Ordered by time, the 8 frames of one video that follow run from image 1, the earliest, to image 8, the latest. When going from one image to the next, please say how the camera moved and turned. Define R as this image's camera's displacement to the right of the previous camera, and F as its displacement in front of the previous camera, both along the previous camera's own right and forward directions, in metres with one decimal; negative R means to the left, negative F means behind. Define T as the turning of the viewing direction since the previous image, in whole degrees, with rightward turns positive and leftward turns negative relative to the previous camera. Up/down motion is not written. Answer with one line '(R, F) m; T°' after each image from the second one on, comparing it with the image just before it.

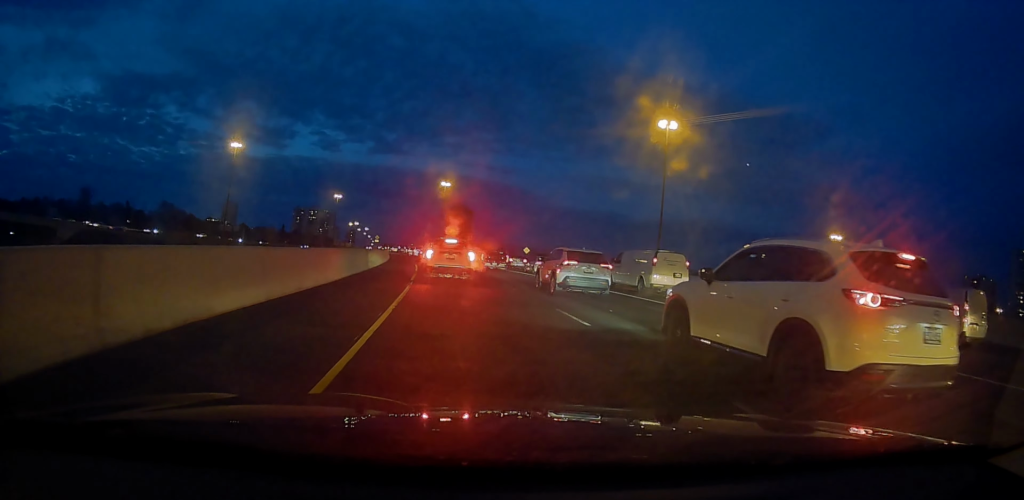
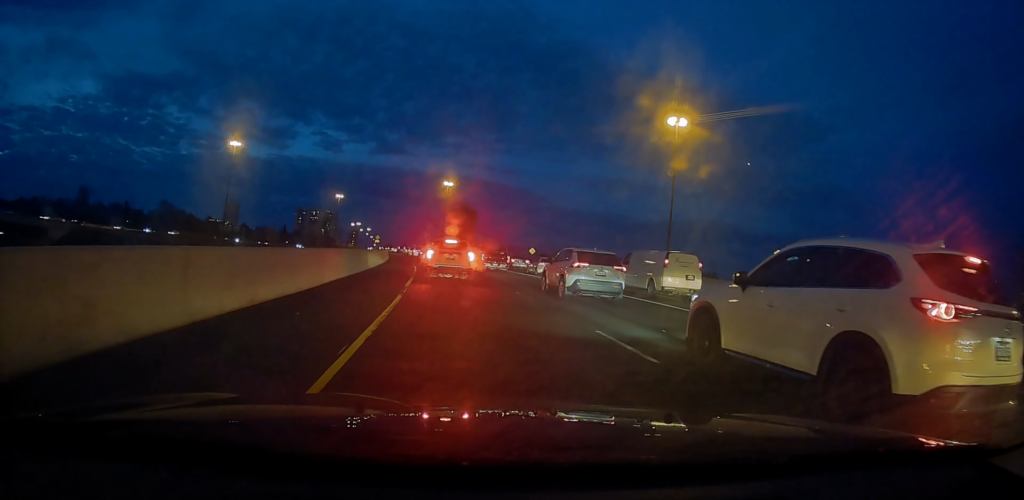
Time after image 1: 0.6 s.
(-0.2, +3.9) m; +1°
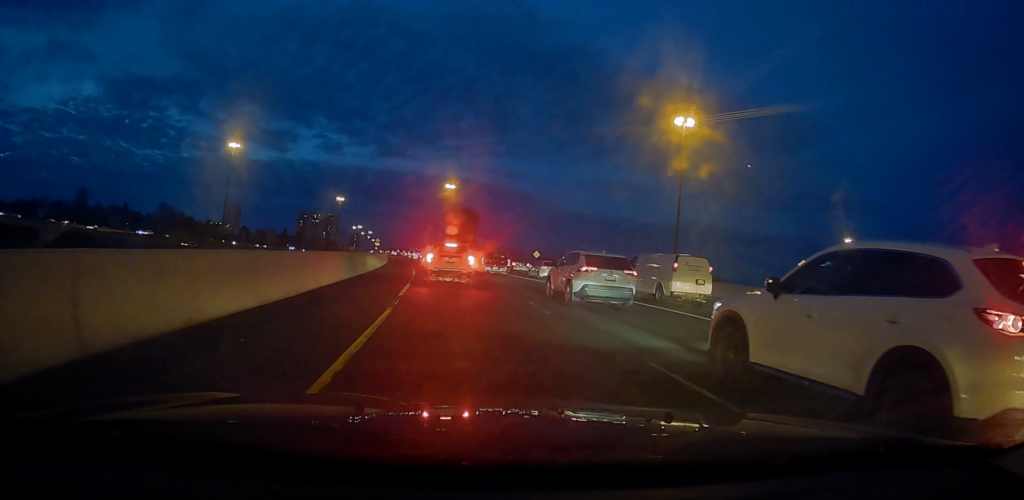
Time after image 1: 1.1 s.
(-0.2, +3.0) m; +2°
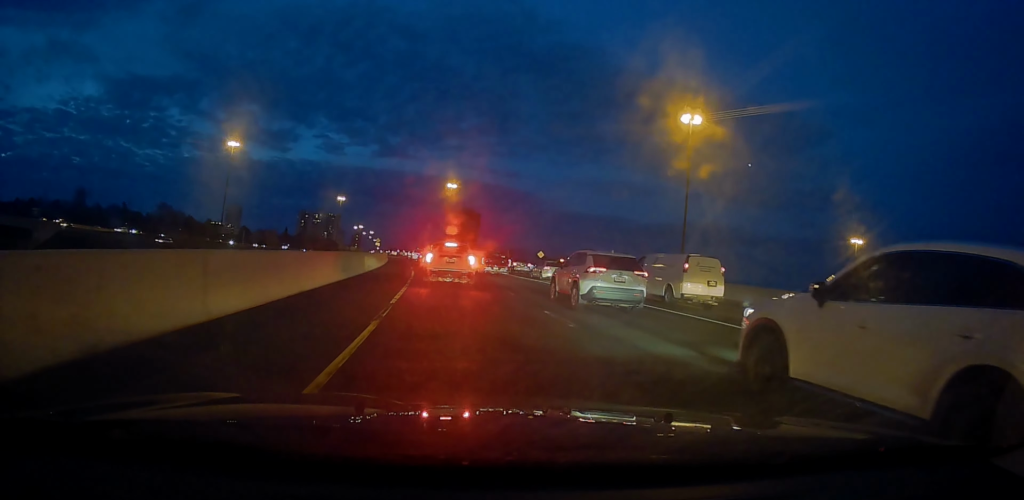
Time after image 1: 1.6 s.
(+0.3, +2.7) m; +1°
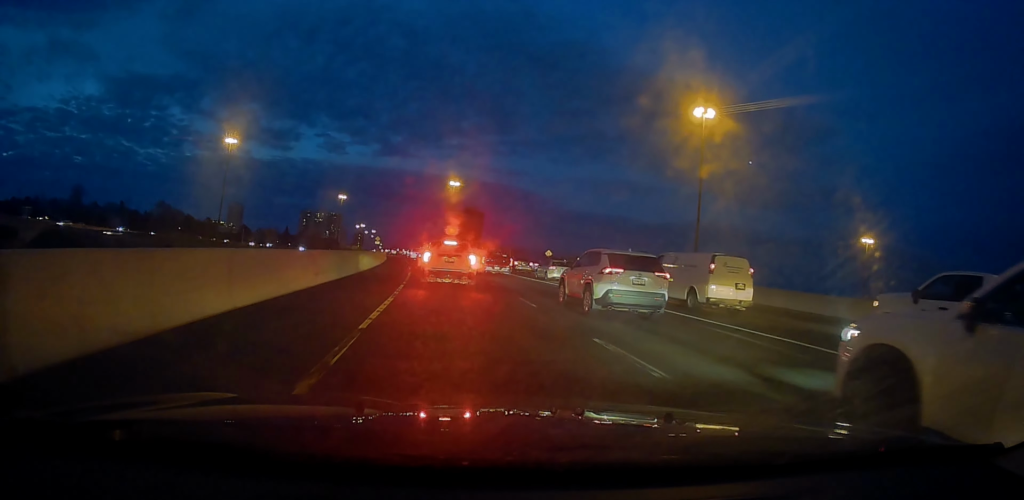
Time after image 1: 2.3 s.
(+0.3, +4.8) m; +1°
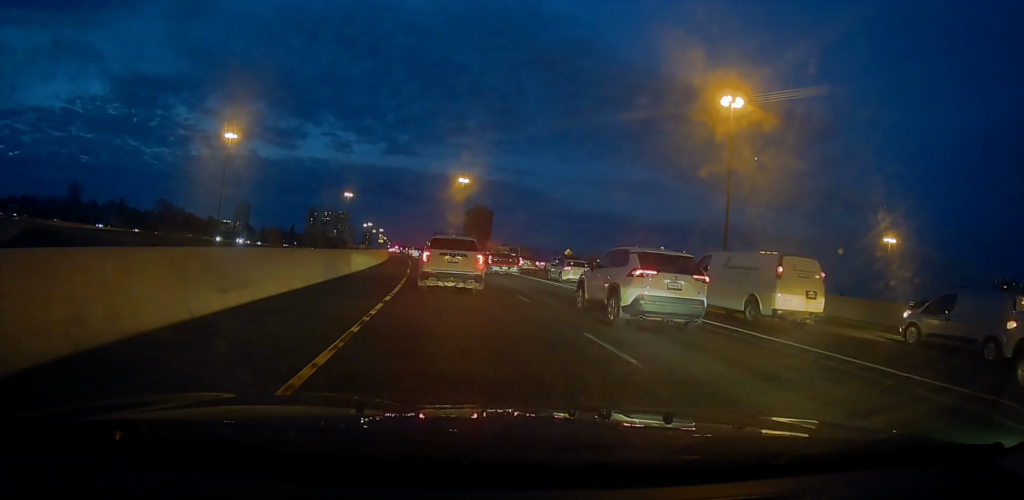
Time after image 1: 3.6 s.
(-0.4, +8.0) m; -3°
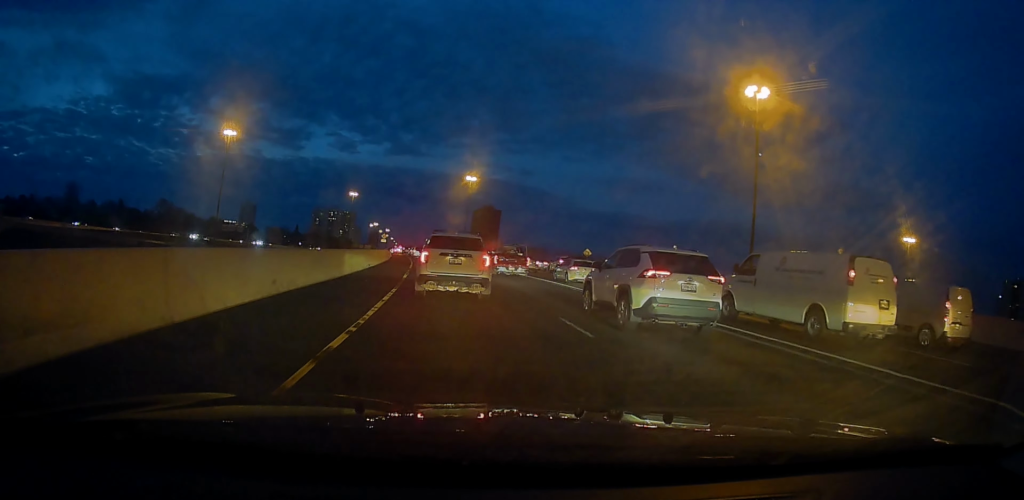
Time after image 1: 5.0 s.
(-0.1, +7.1) m; -2°
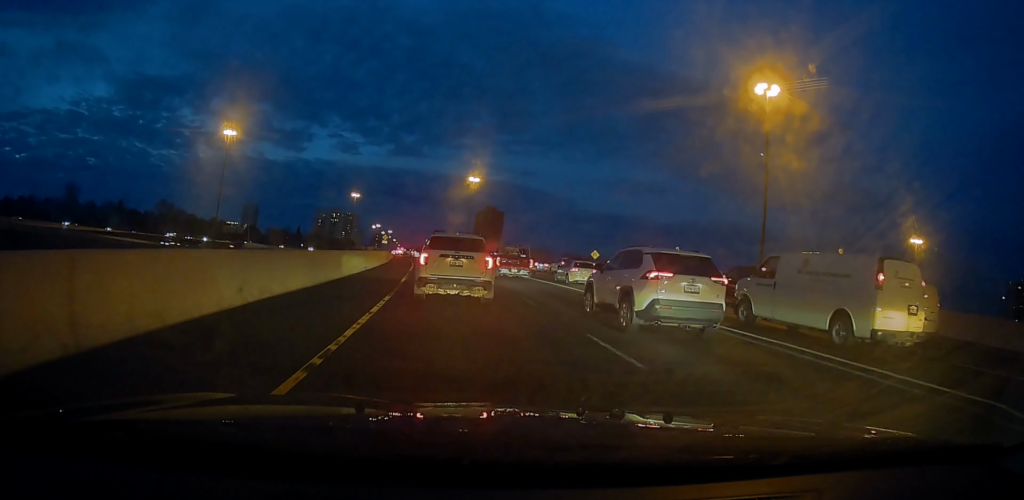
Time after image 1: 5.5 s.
(0.0, +2.5) m; 0°
